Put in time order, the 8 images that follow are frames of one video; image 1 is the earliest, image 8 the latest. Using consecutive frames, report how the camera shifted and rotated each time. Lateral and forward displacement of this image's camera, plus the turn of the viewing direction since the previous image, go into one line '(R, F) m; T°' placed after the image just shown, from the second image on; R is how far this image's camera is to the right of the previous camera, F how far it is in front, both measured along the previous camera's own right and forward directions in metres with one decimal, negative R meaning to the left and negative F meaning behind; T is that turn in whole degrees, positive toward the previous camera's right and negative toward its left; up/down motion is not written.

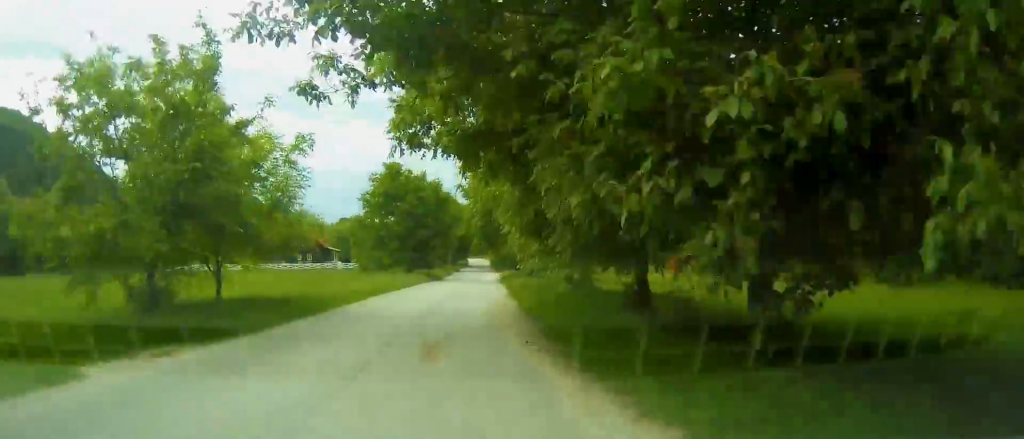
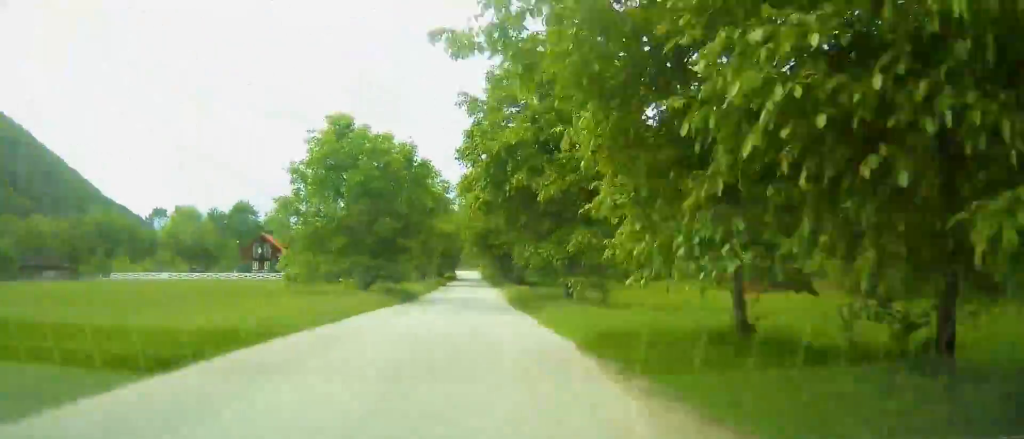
(+0.6, +19.8) m; +1°
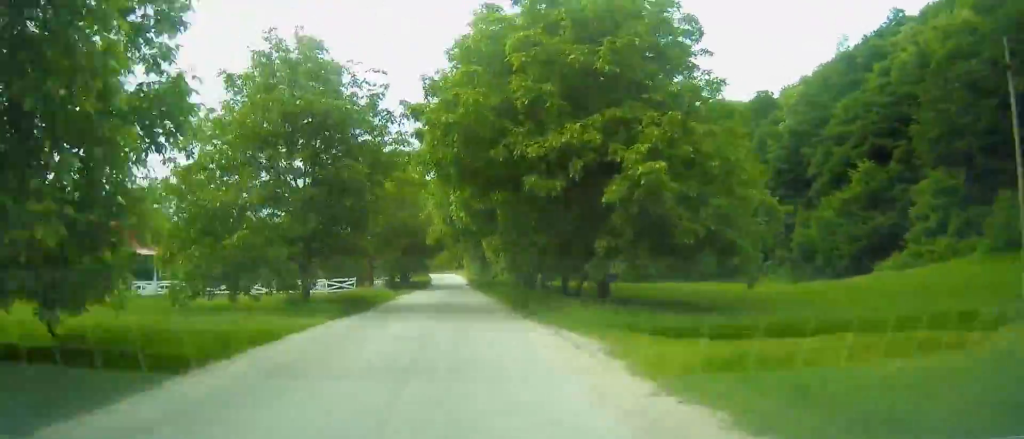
(+0.9, +44.8) m; +1°
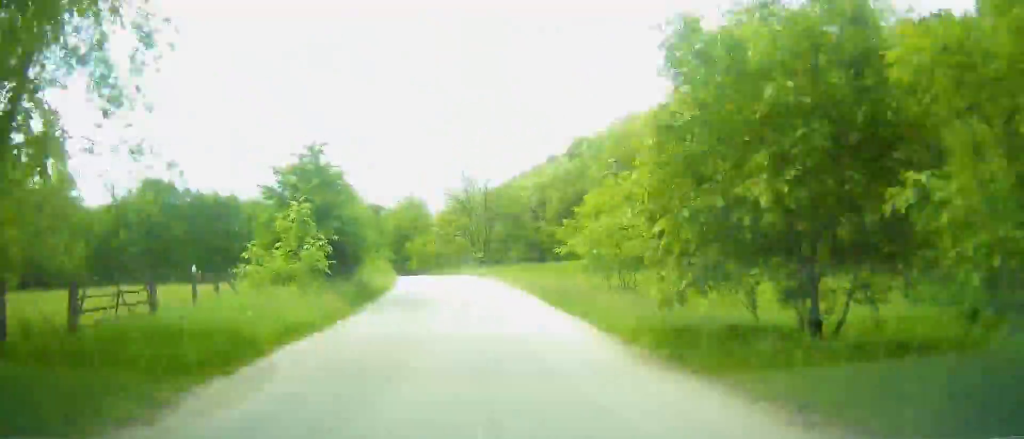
(-1.0, +82.3) m; -4°
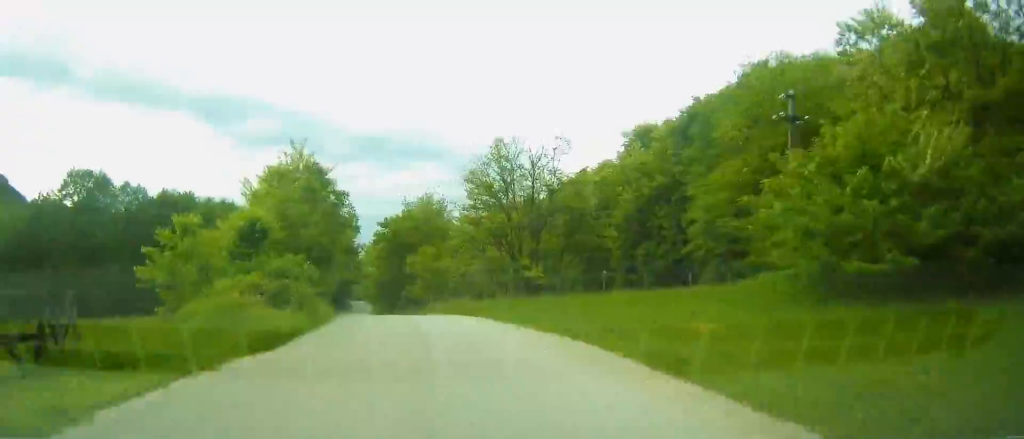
(-0.2, +35.0) m; -5°
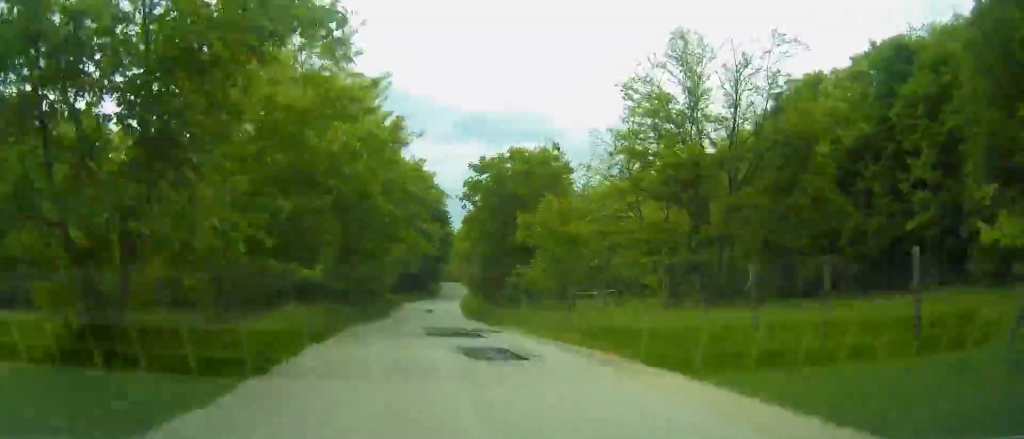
(-2.2, +25.2) m; -2°
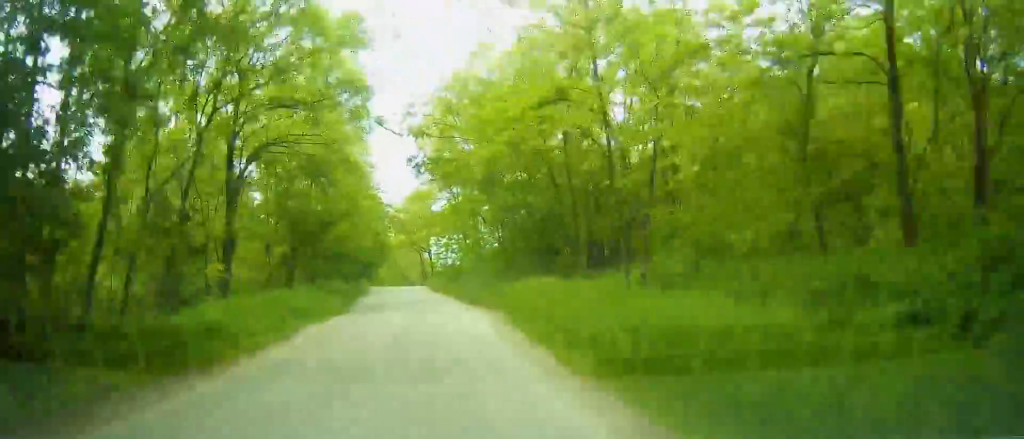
(-0.4, +87.0) m; -1°
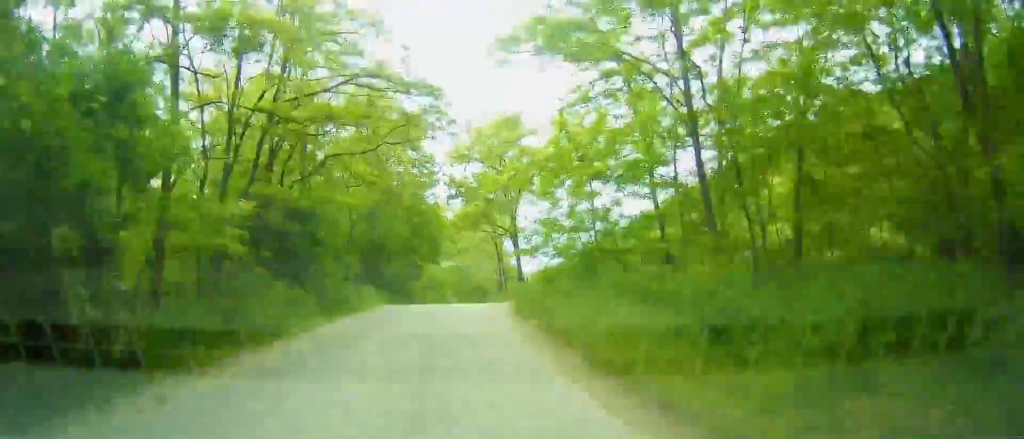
(-1.1, +41.6) m; -2°
